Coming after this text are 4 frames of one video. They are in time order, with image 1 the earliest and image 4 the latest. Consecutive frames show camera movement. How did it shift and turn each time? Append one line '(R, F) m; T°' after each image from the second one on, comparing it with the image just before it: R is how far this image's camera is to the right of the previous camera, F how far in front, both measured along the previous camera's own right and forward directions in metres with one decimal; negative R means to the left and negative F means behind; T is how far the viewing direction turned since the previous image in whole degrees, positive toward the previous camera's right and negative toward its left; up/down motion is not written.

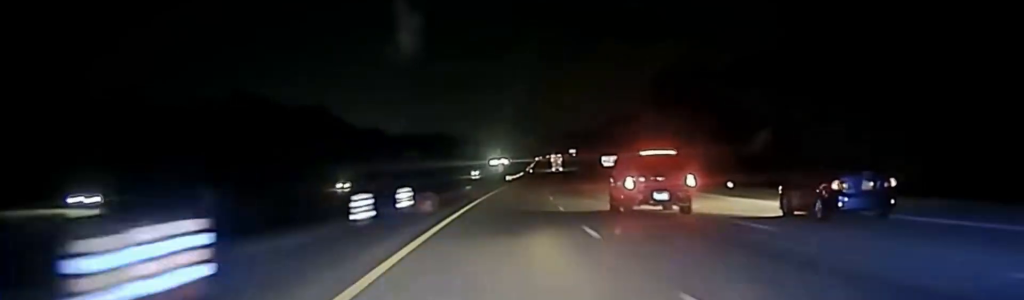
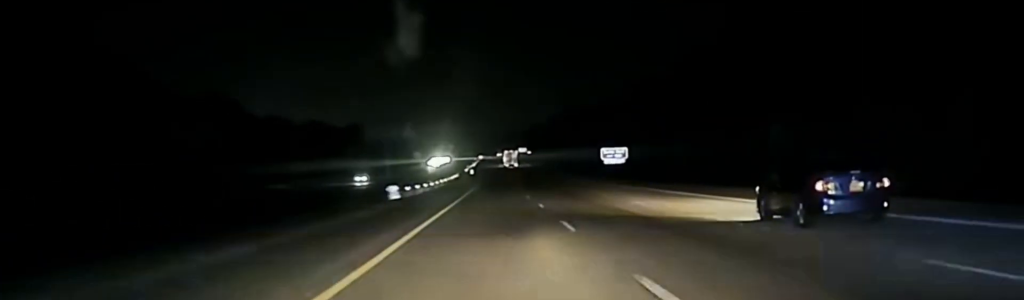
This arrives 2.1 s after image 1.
(+4.1, +104.6) m; +4°
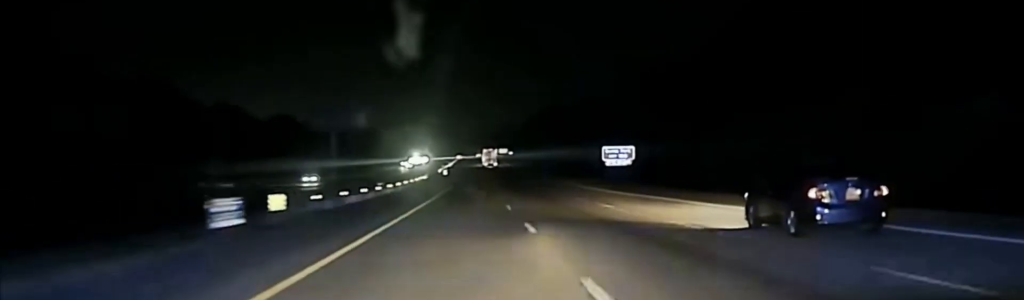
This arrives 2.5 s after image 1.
(+0.3, +24.1) m; +1°
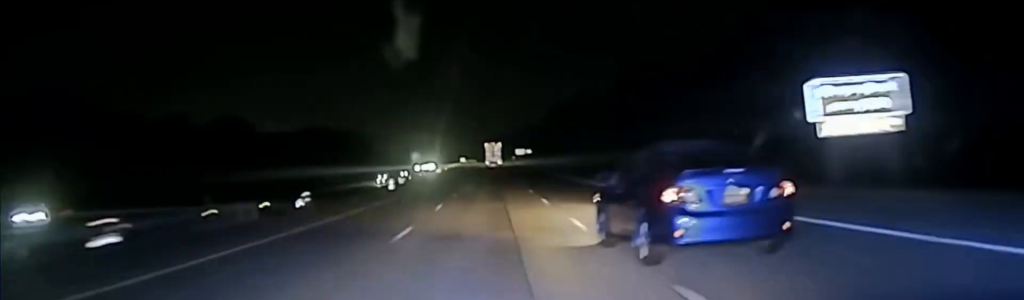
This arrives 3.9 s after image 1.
(+1.5, +73.5) m; +1°
